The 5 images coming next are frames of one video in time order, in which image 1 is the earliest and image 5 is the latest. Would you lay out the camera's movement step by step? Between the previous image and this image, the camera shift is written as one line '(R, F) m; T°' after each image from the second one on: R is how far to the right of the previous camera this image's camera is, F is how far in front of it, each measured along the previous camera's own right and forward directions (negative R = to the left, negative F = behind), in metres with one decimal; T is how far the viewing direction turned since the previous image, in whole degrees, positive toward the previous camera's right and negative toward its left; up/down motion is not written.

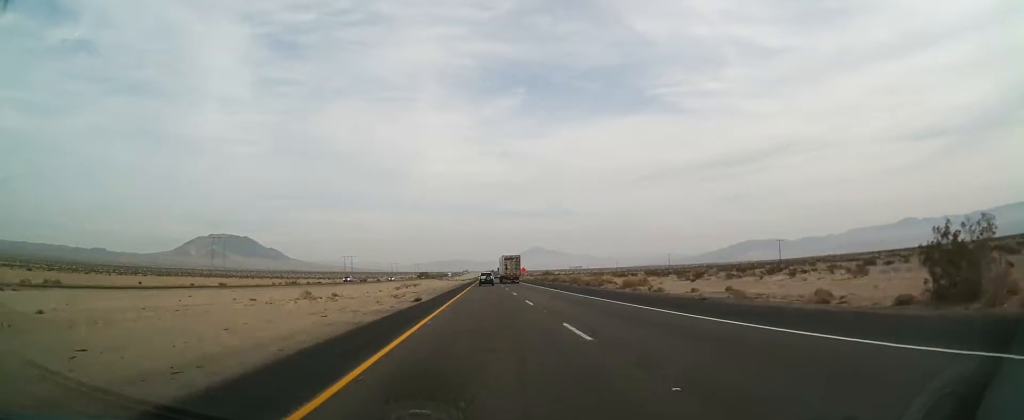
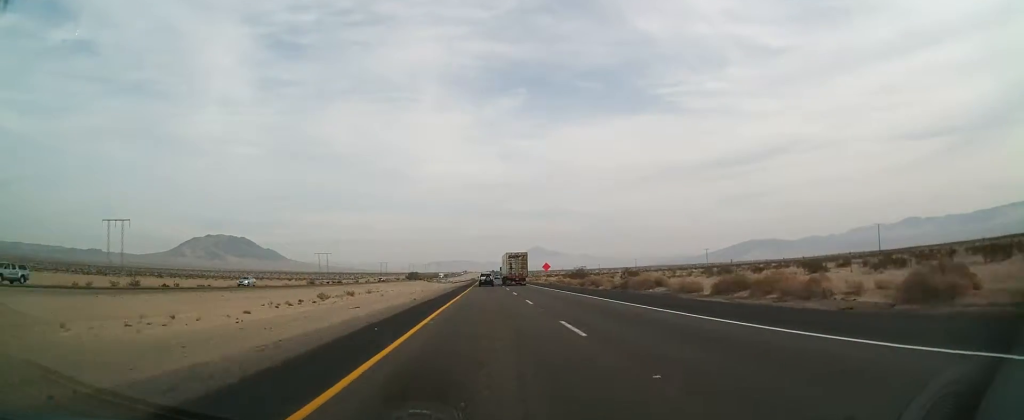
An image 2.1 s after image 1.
(-0.8, +71.9) m; -1°
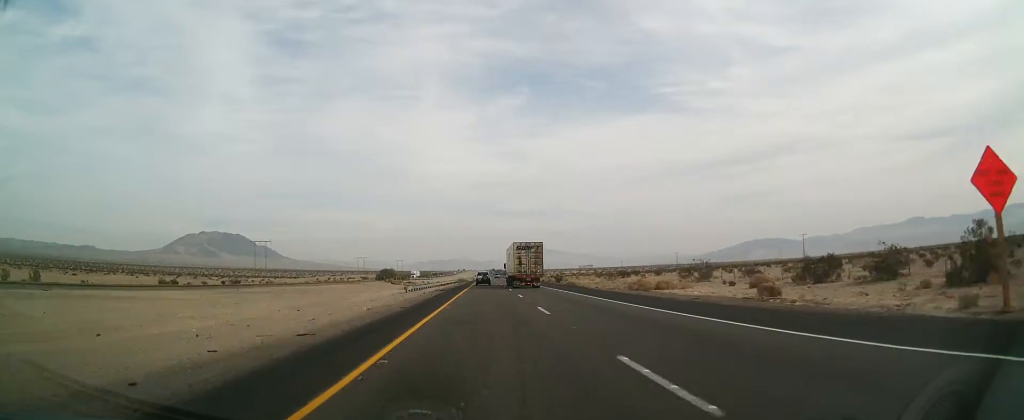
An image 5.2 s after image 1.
(-0.3, +109.5) m; +1°
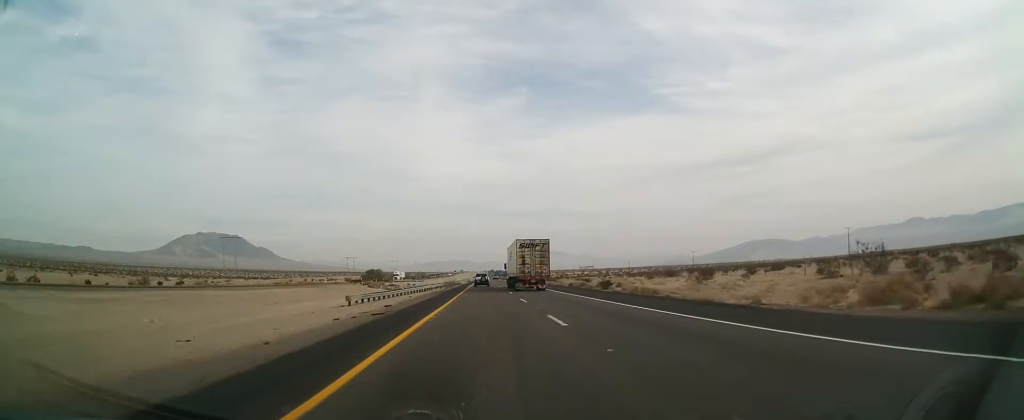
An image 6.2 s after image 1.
(+0.2, +33.8) m; 0°
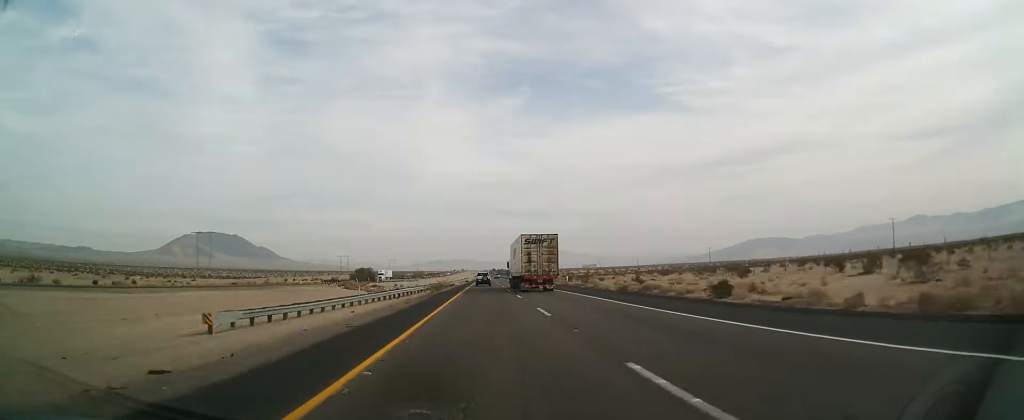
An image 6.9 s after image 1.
(-0.1, +25.6) m; 0°
